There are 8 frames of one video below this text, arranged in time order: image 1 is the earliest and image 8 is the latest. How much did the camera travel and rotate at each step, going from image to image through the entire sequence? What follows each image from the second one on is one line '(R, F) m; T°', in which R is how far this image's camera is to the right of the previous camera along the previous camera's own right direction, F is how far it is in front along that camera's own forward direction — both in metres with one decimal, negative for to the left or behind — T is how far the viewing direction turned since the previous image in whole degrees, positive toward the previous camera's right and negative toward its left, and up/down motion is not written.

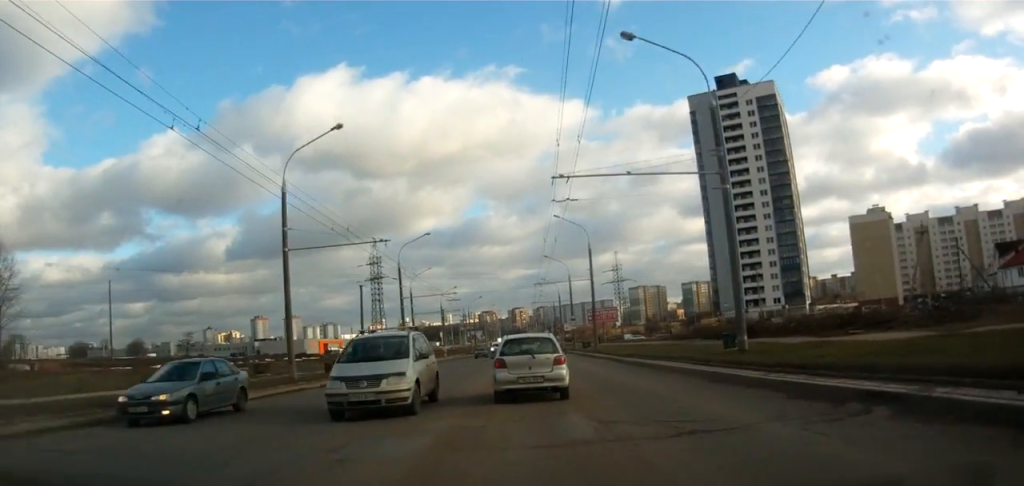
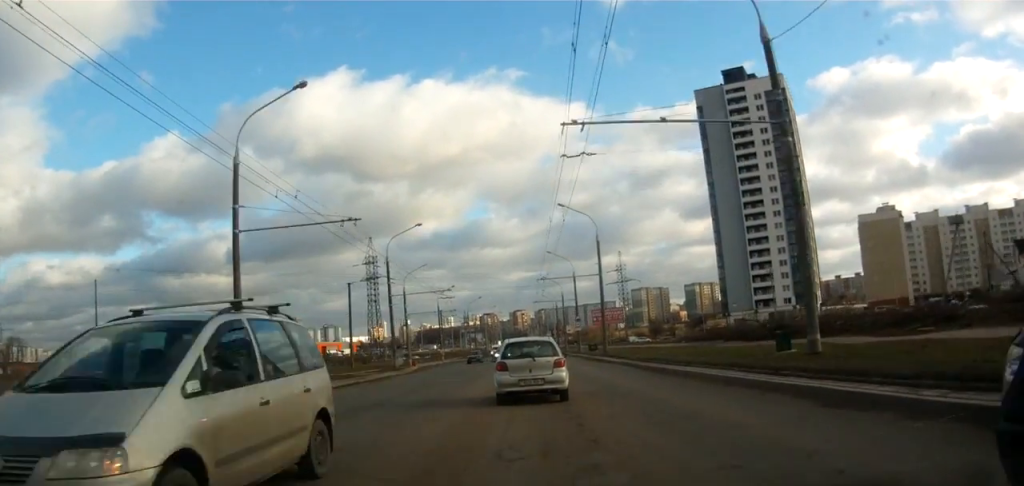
(-0.1, +5.4) m; 0°
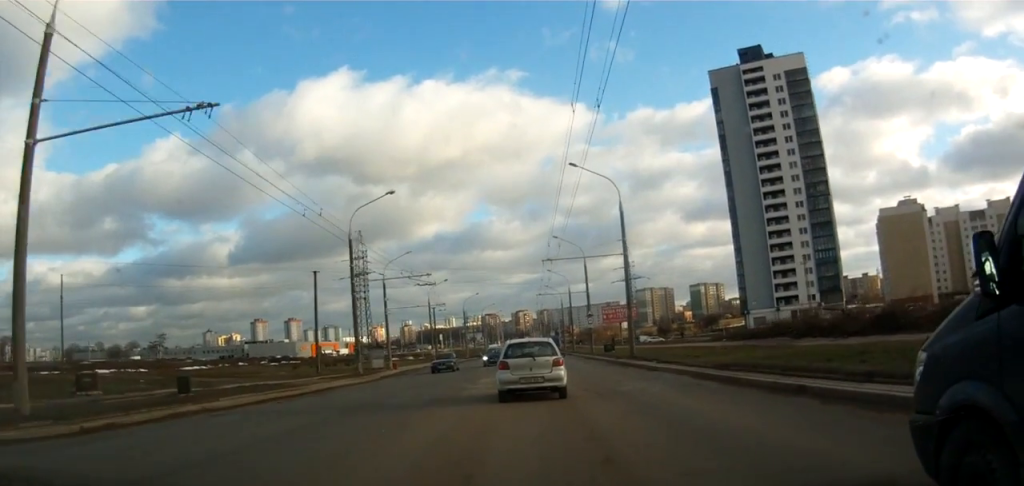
(0.0, +12.3) m; +1°
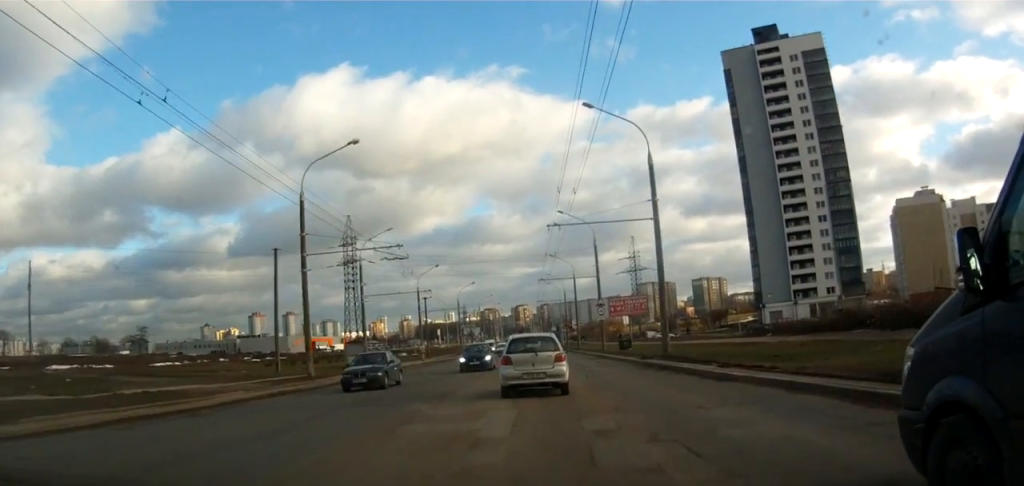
(+0.2, +9.4) m; +1°
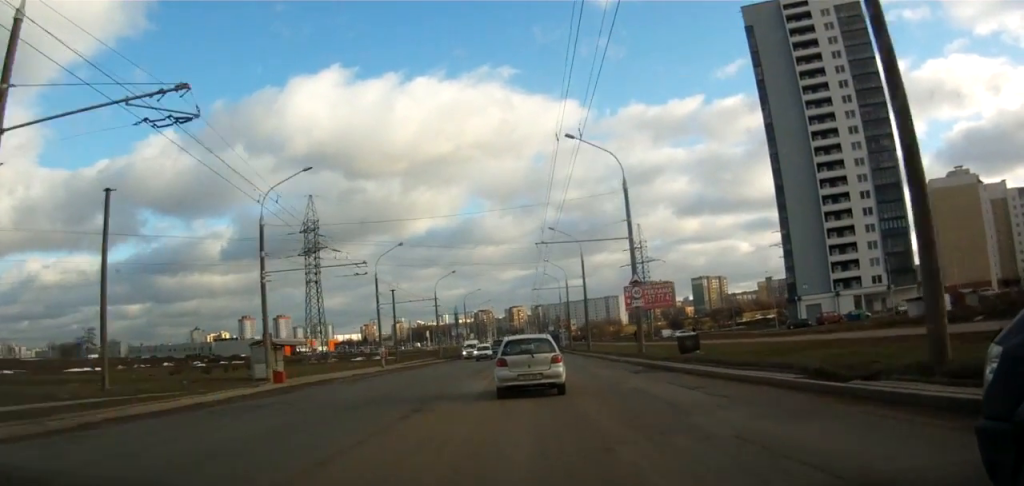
(+0.2, +21.2) m; +1°
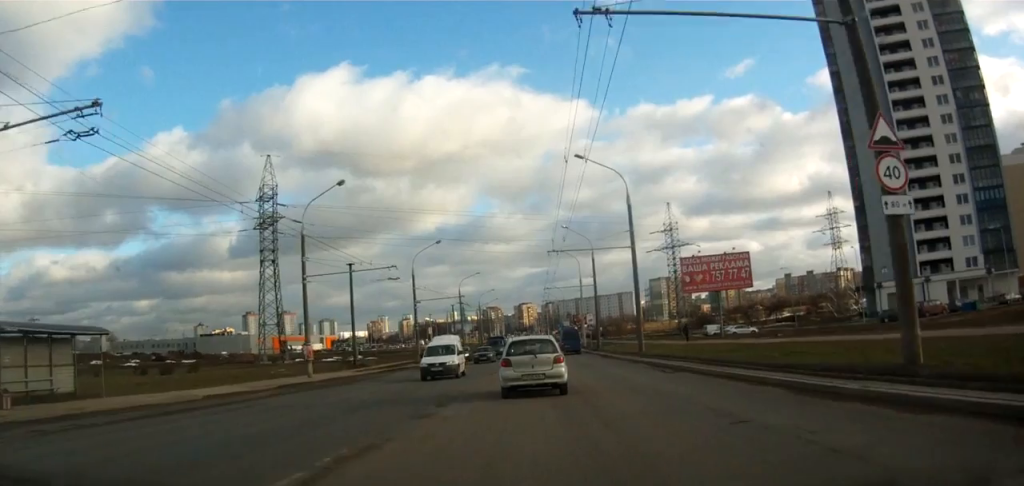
(-0.5, +27.4) m; -1°
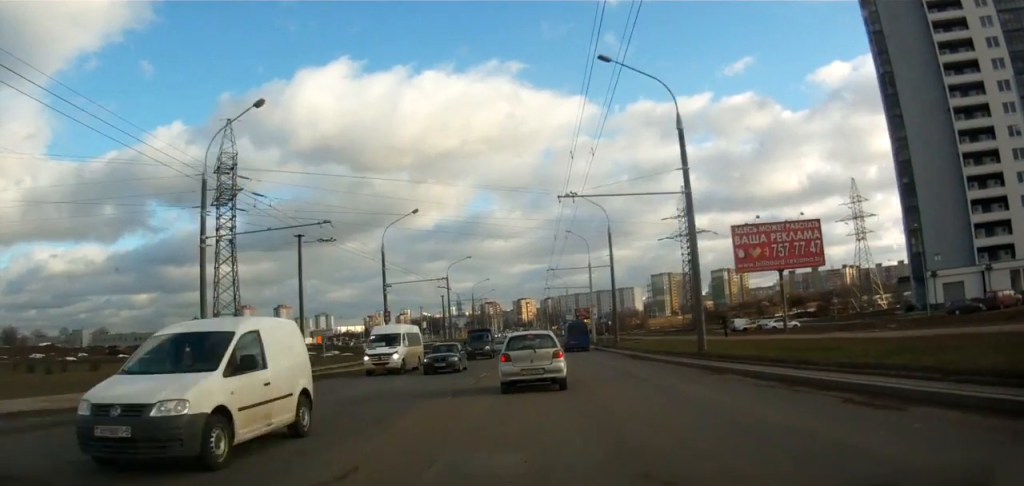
(+0.1, +16.2) m; 0°
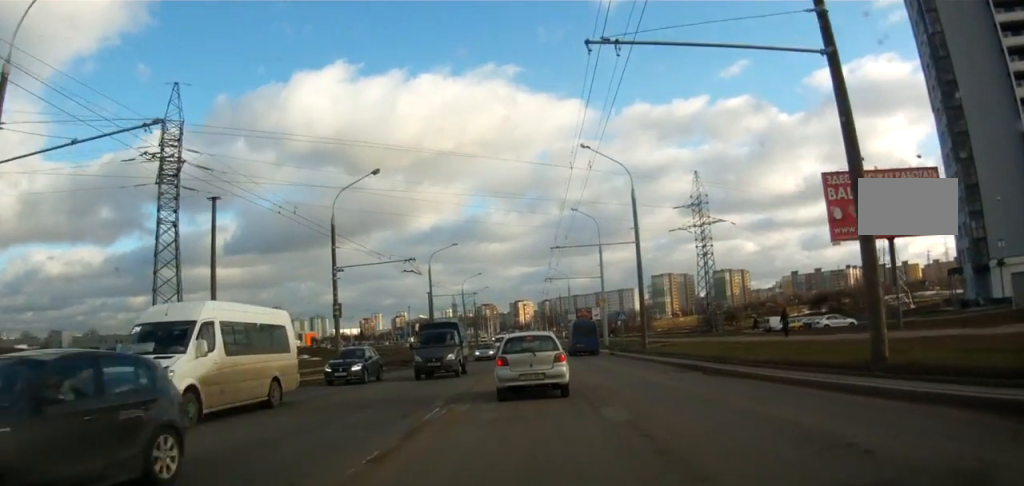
(0.0, +14.1) m; 0°
